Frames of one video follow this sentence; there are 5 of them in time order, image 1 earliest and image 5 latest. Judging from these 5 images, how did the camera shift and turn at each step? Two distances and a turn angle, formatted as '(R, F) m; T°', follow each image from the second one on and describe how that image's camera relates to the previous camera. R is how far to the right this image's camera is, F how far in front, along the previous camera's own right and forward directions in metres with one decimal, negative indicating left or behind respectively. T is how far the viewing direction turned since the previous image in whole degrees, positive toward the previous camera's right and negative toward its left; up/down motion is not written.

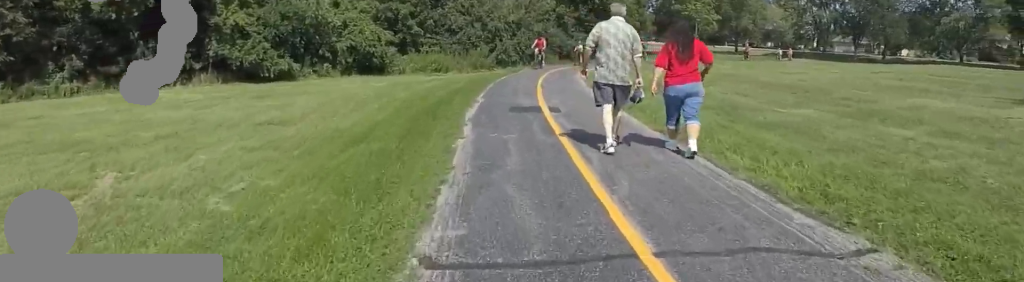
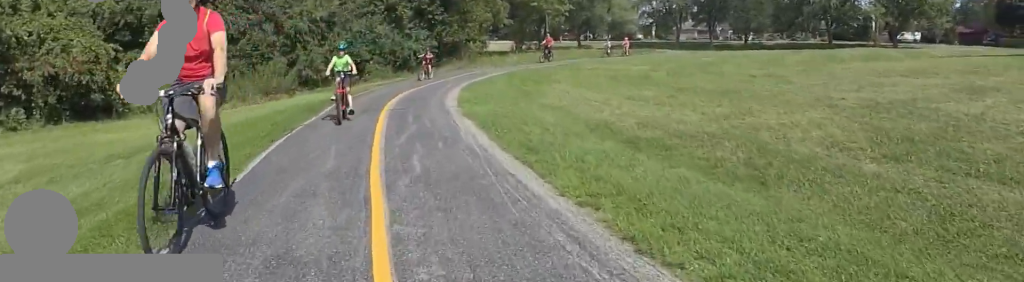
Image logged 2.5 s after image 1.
(+3.0, +14.6) m; +17°
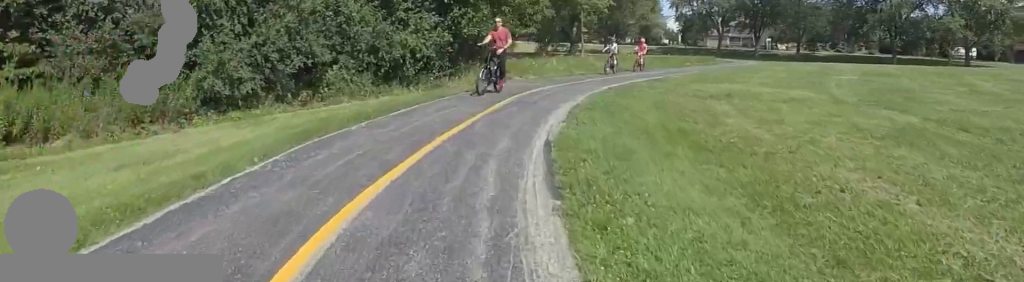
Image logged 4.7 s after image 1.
(+0.5, +13.1) m; +14°
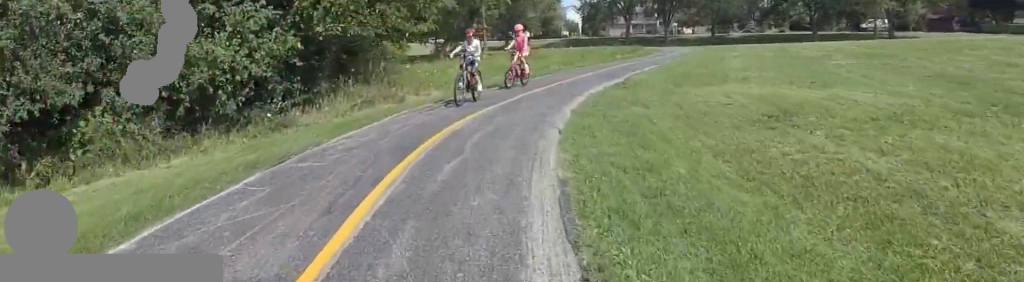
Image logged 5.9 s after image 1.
(+0.2, +7.5) m; +1°
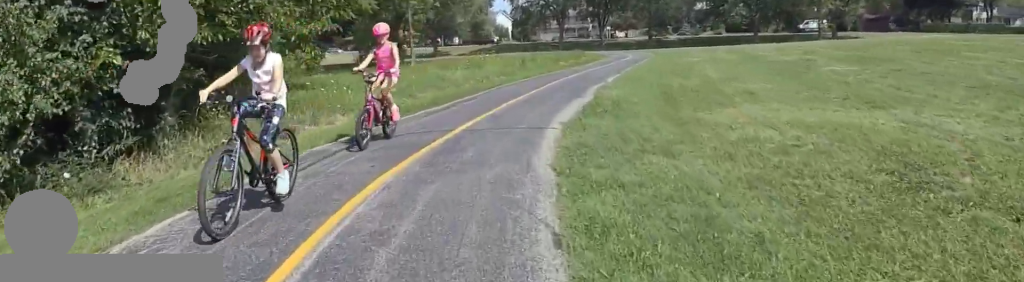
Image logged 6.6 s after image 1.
(0.0, +4.1) m; 0°
